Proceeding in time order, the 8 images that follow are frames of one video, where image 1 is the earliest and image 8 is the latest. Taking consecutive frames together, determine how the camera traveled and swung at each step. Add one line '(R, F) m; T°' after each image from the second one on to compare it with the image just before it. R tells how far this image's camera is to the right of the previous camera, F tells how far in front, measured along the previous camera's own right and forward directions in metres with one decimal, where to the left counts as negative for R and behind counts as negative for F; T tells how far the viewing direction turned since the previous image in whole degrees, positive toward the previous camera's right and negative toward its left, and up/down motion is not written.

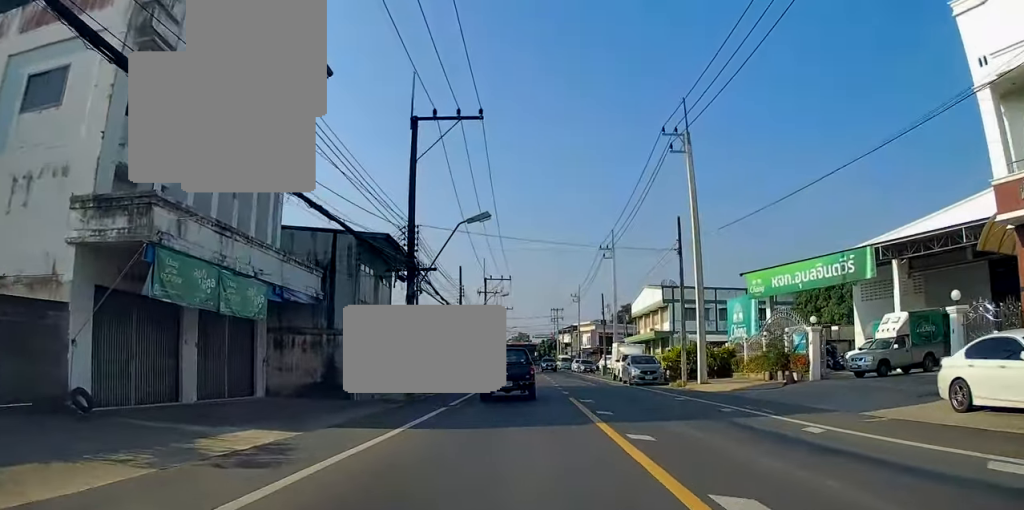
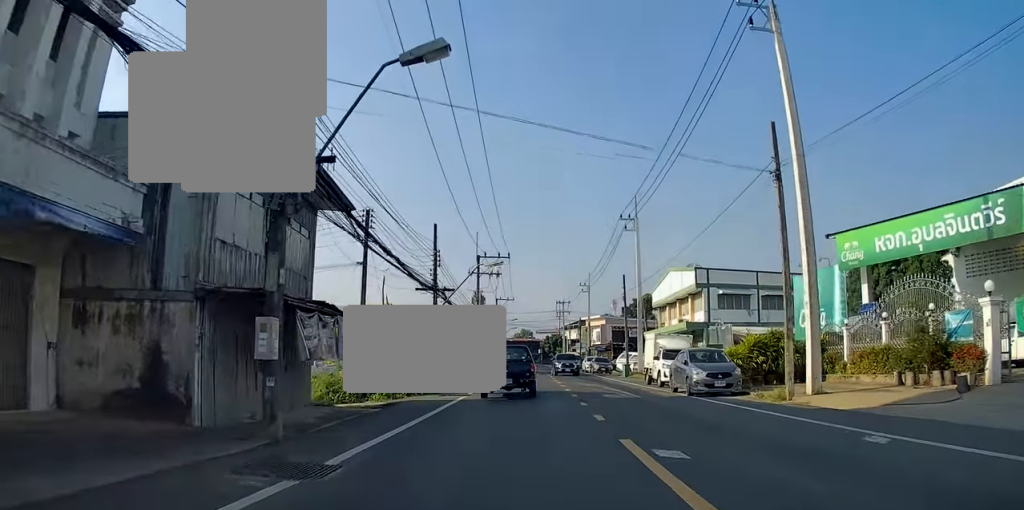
(-0.4, +11.4) m; -3°
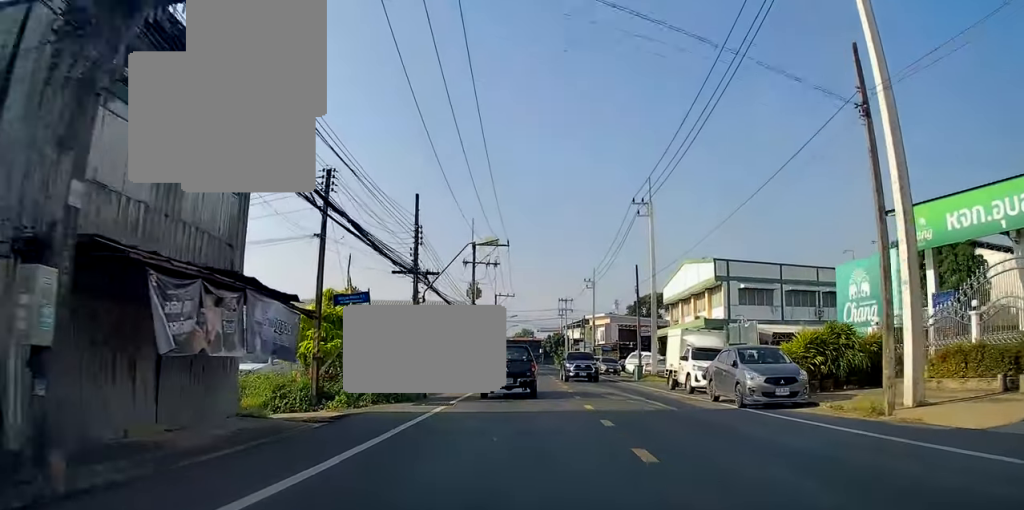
(0.0, +5.0) m; +1°
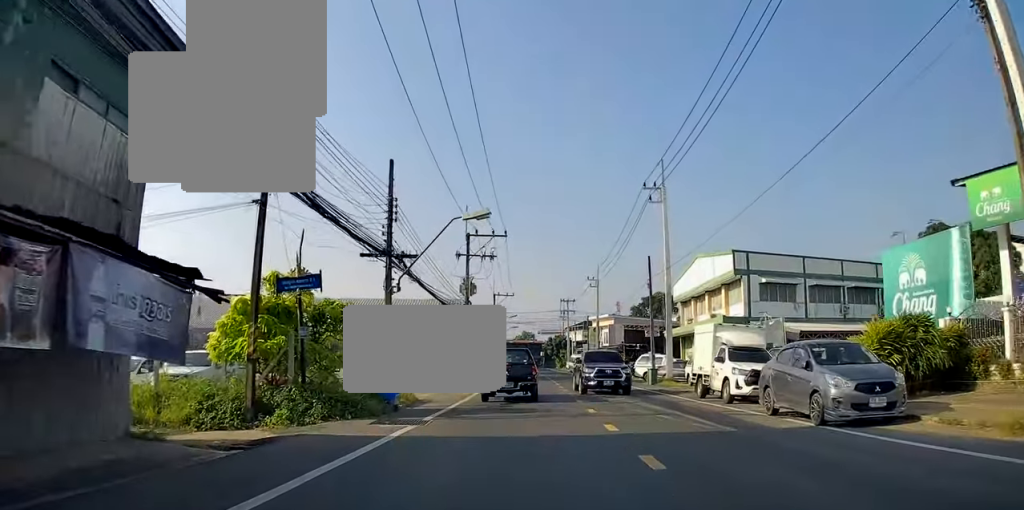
(-0.1, +4.4) m; +2°
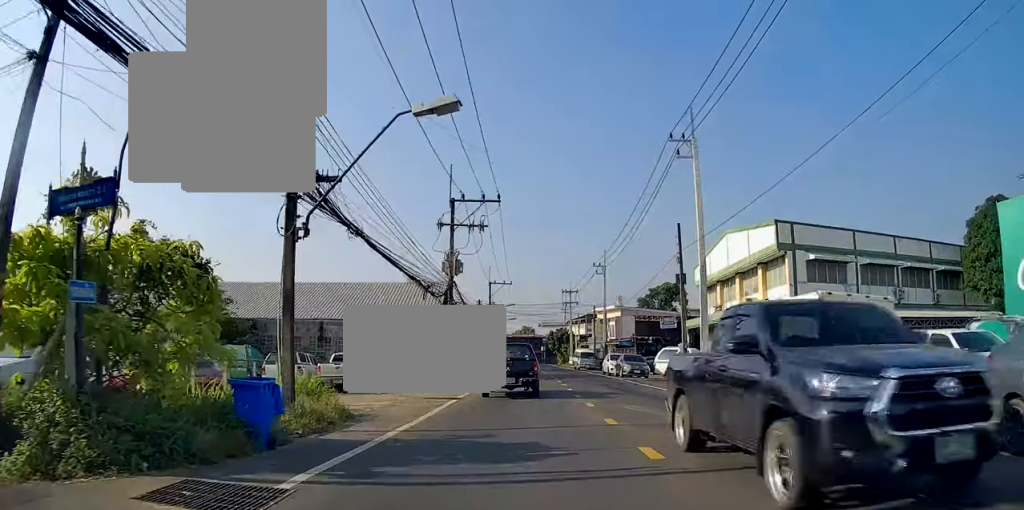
(+0.4, +7.3) m; +1°
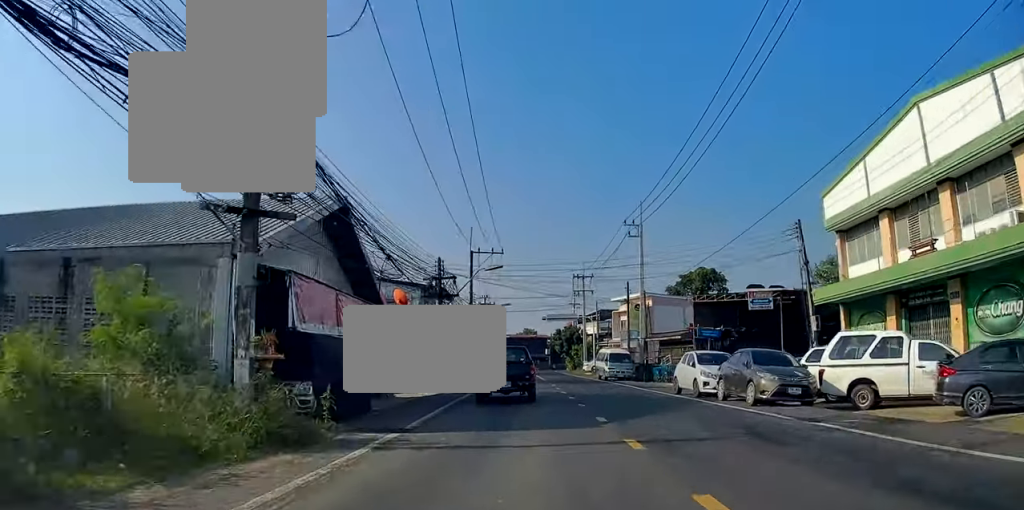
(-0.9, +23.0) m; 0°
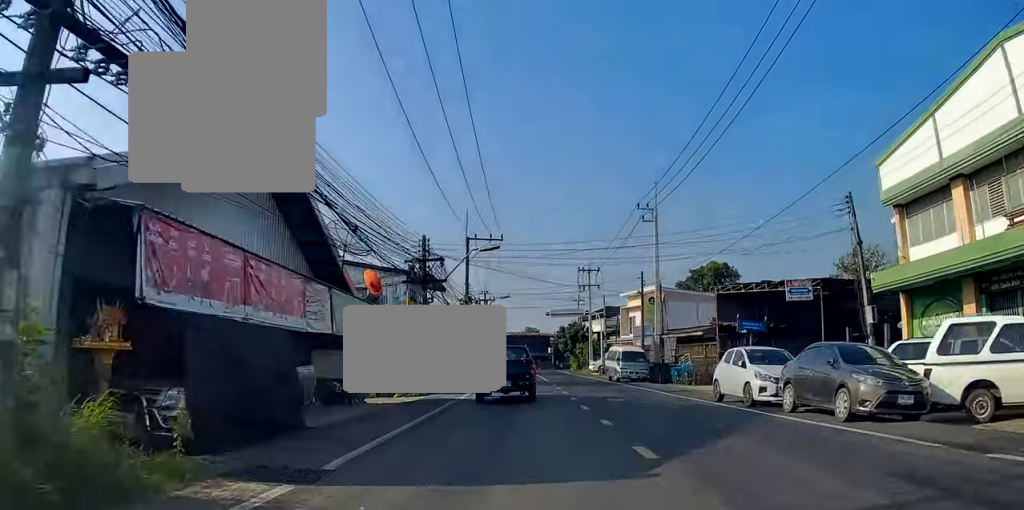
(+0.2, +4.5) m; +1°
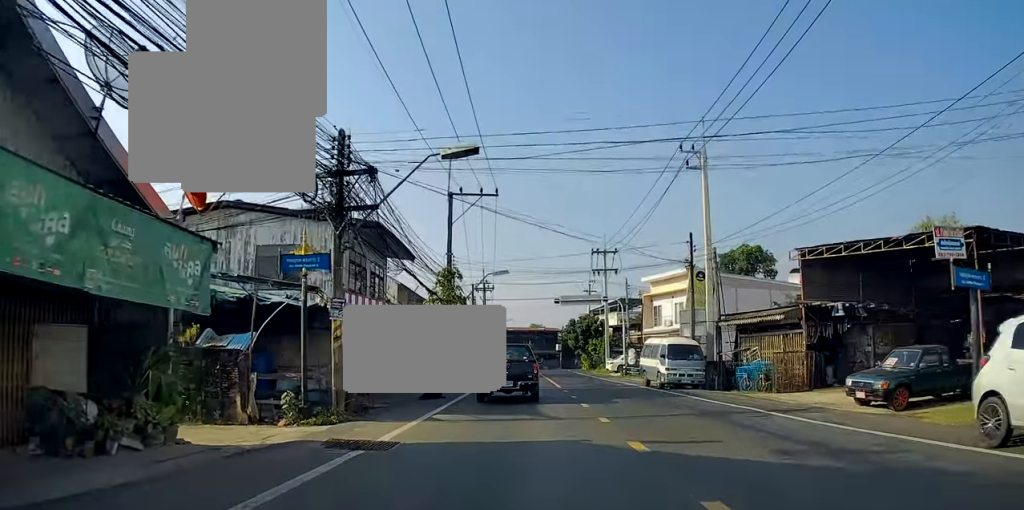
(+0.1, +12.0) m; -3°
